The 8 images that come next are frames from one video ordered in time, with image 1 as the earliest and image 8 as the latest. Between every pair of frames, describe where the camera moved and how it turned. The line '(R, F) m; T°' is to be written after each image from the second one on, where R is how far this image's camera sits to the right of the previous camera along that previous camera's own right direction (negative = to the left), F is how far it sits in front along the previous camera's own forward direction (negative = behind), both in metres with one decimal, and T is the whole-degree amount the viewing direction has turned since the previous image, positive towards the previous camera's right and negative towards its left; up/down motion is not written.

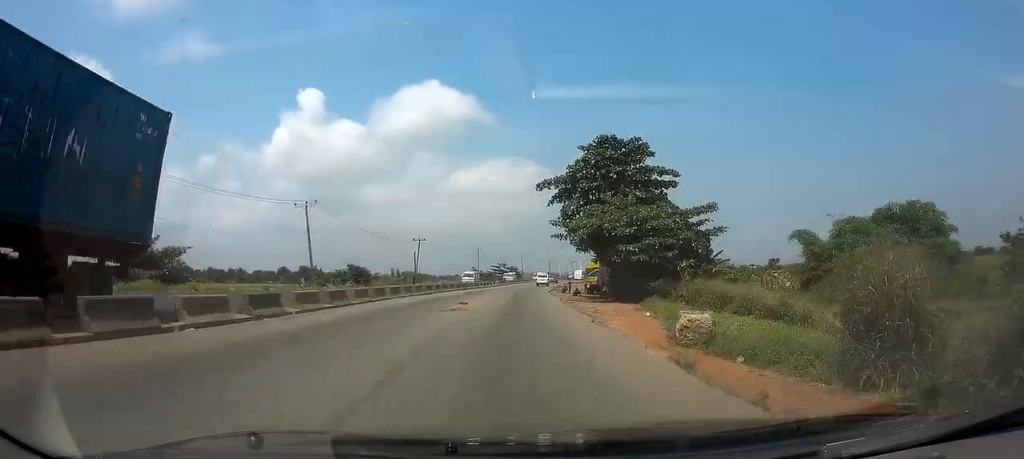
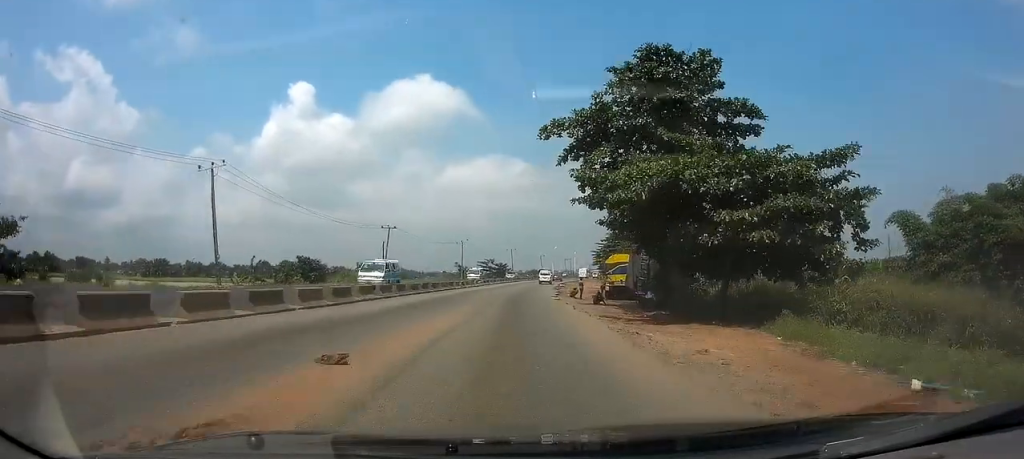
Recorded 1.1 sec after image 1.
(+0.2, +18.6) m; +1°
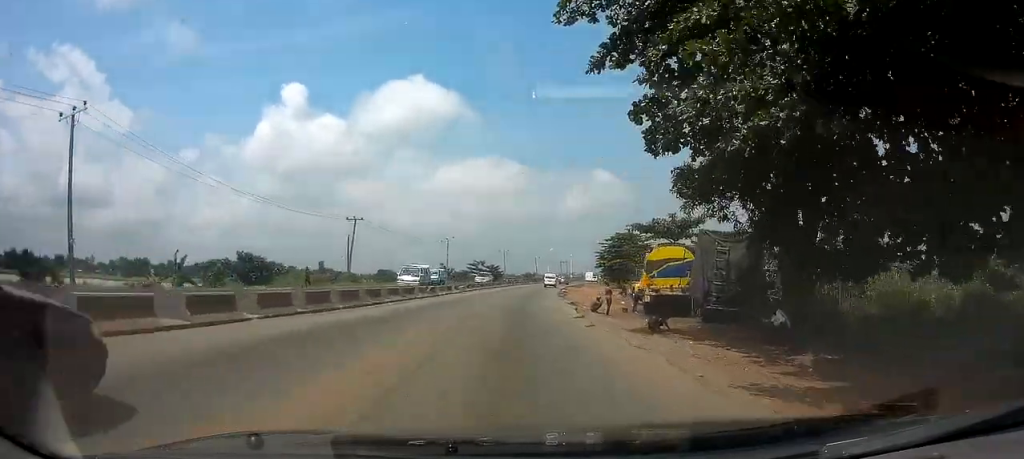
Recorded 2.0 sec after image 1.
(0.0, +15.0) m; +1°
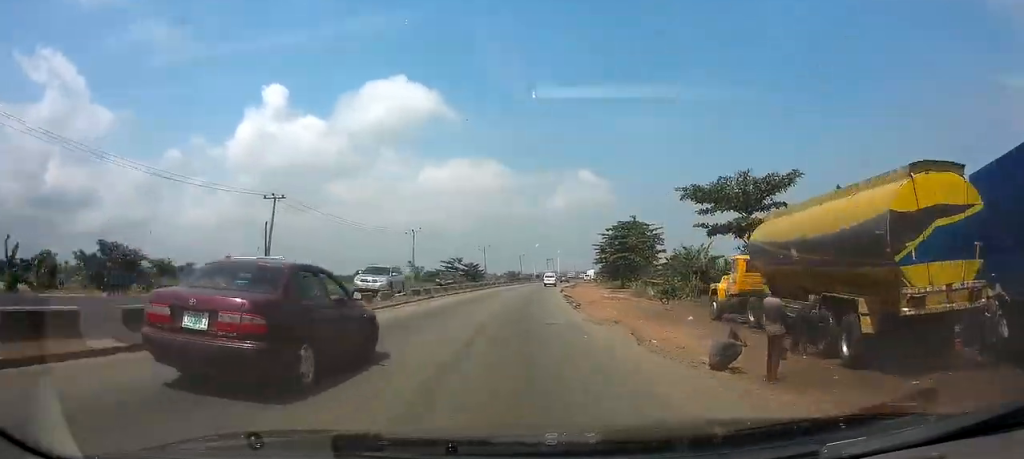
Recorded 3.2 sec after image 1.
(+0.4, +20.4) m; +2°
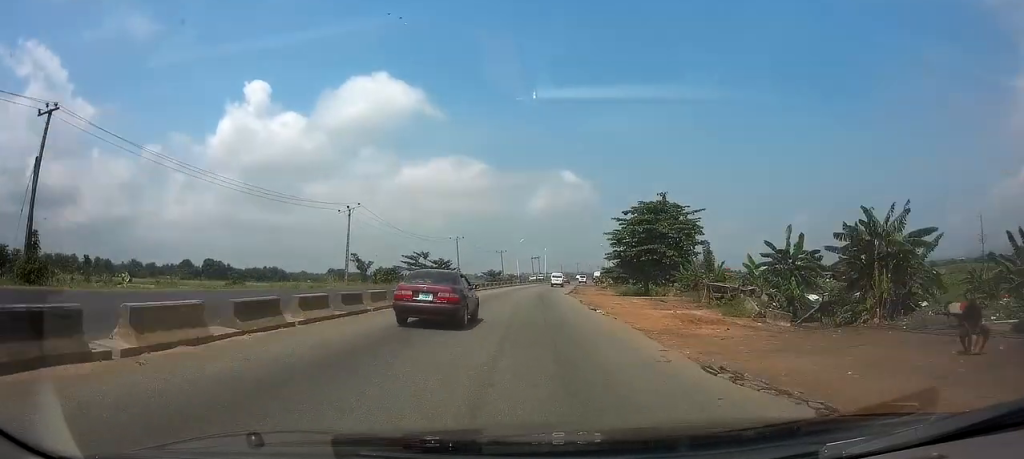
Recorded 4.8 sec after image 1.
(+0.5, +27.7) m; +2°
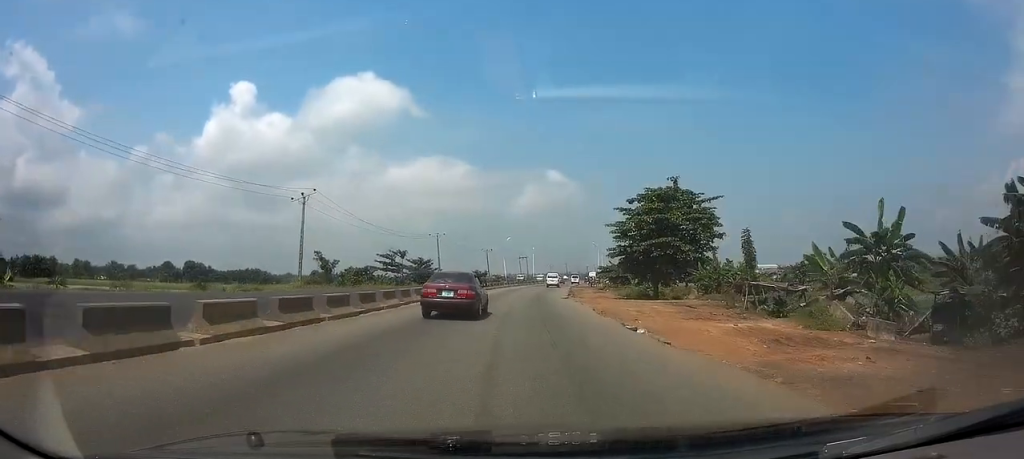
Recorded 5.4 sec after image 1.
(+0.1, +10.1) m; +1°
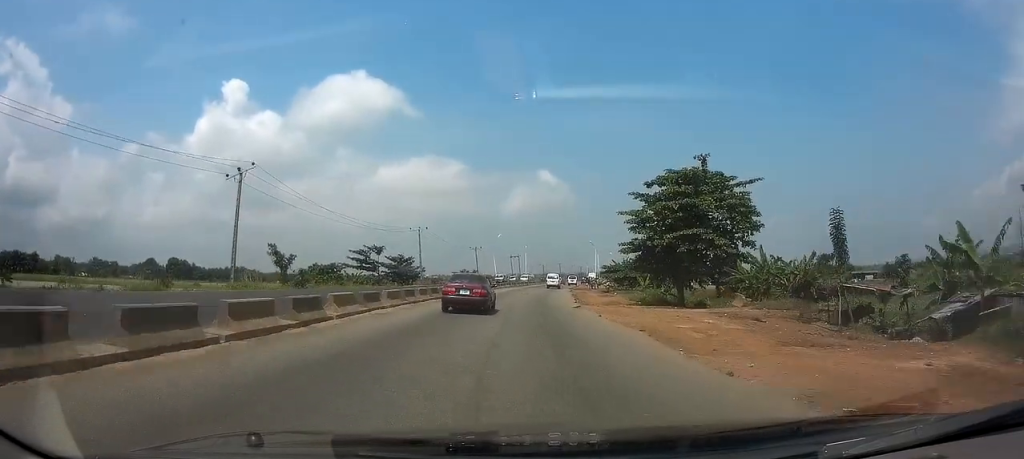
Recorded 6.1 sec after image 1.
(+0.1, +11.5) m; +1°
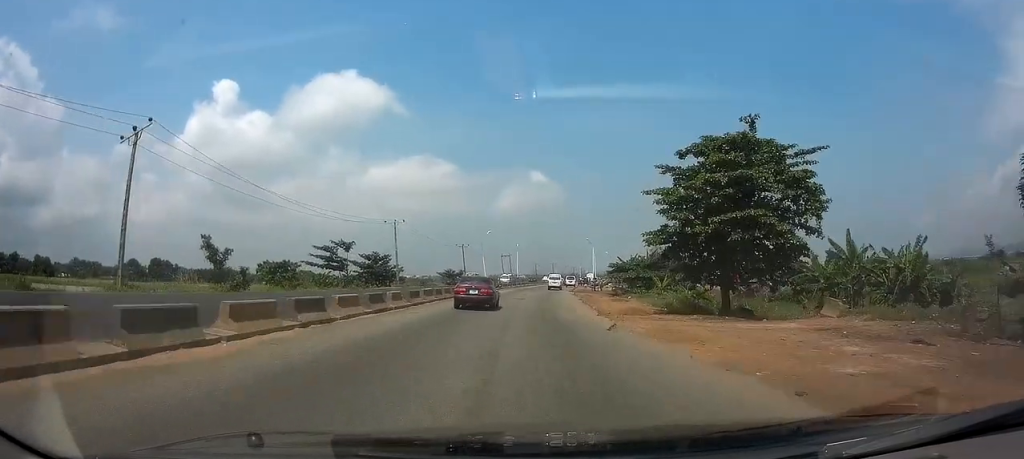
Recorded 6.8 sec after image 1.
(+0.1, +11.6) m; +1°
